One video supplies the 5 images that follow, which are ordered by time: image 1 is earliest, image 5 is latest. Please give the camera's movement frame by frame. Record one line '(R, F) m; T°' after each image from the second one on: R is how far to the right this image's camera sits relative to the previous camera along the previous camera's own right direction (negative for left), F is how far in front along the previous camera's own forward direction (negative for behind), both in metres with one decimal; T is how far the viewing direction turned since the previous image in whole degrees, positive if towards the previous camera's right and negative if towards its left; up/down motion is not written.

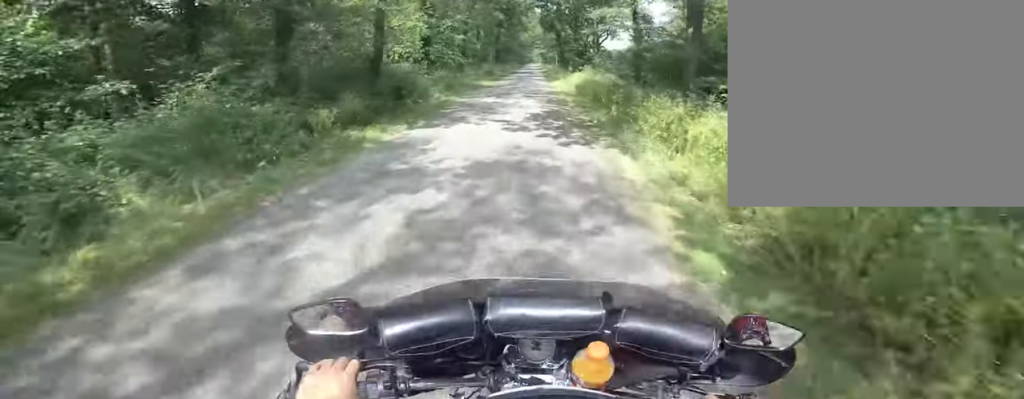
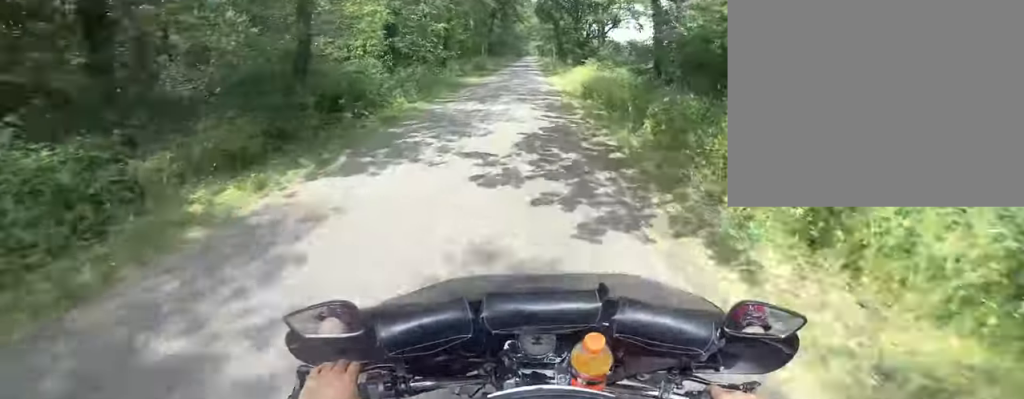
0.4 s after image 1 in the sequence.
(+0.1, +3.6) m; +1°
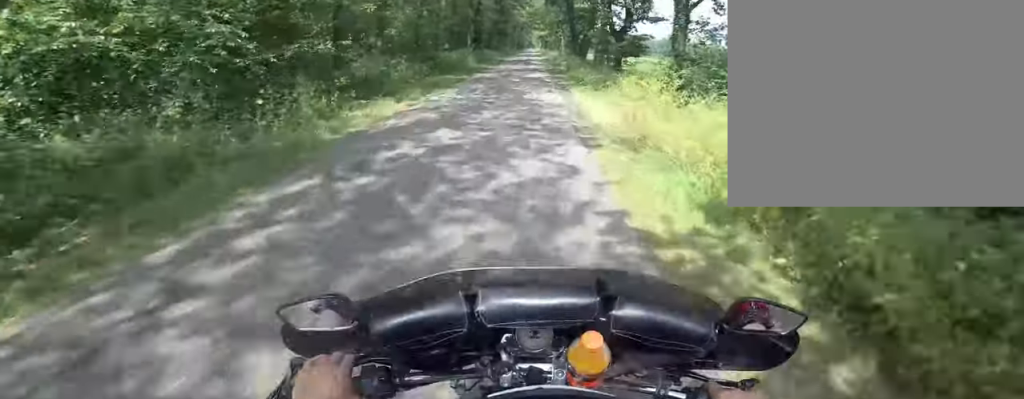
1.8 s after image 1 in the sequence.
(+0.8, +12.4) m; +6°
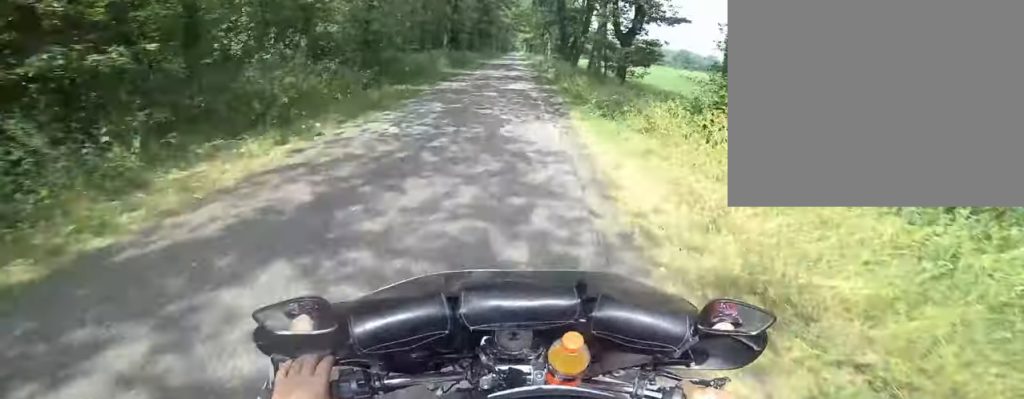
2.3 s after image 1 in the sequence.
(+0.1, +4.2) m; +1°
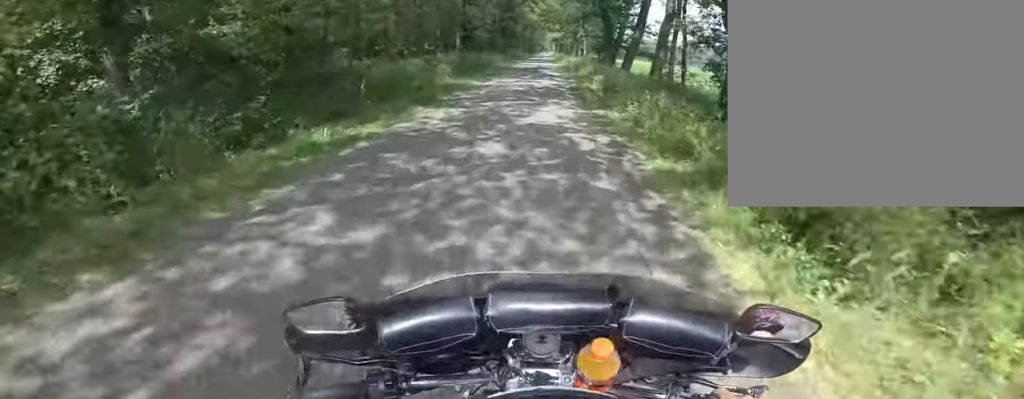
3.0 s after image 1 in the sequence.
(0.0, +6.6) m; 0°
